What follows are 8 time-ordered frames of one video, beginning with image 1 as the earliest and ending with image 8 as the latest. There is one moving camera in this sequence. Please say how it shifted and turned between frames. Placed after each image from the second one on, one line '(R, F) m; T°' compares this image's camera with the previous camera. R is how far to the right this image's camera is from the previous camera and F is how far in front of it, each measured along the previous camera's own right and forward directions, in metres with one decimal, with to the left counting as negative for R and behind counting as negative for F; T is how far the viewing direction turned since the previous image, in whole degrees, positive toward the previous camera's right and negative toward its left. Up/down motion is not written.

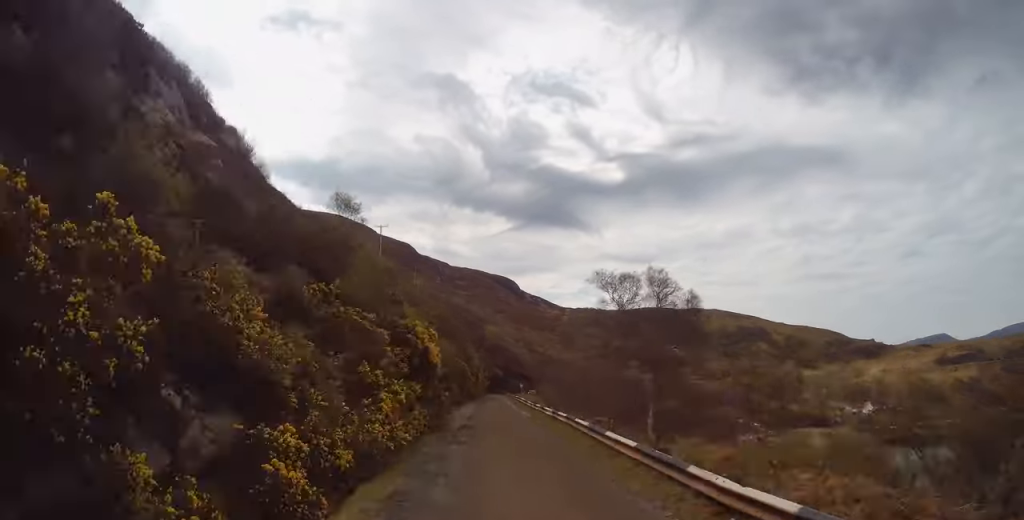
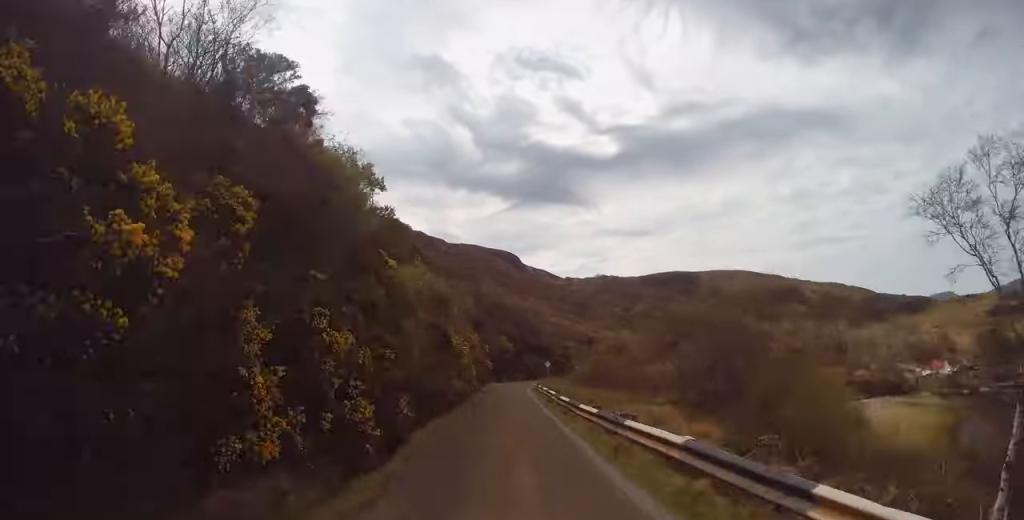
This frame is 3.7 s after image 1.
(+0.7, +50.1) m; +4°
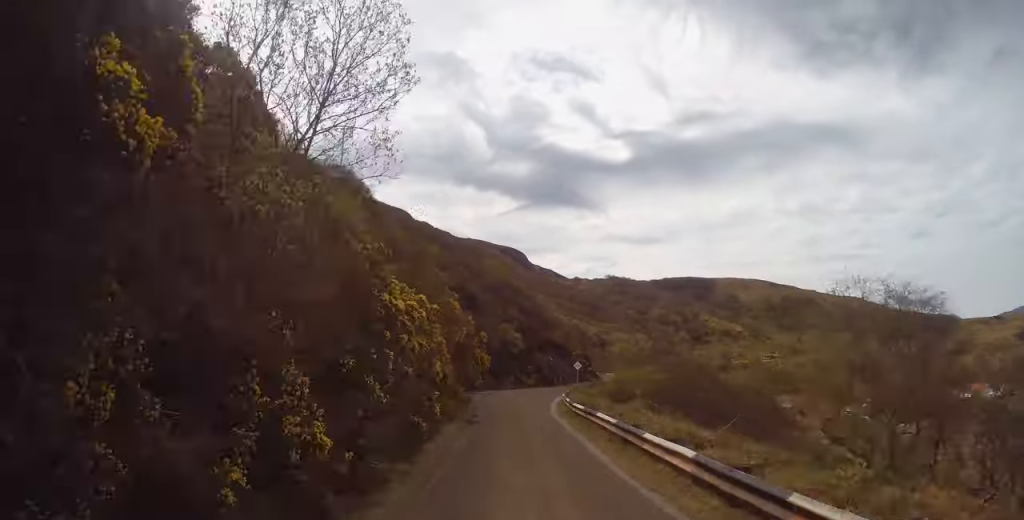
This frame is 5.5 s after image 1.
(-1.0, +22.7) m; +2°
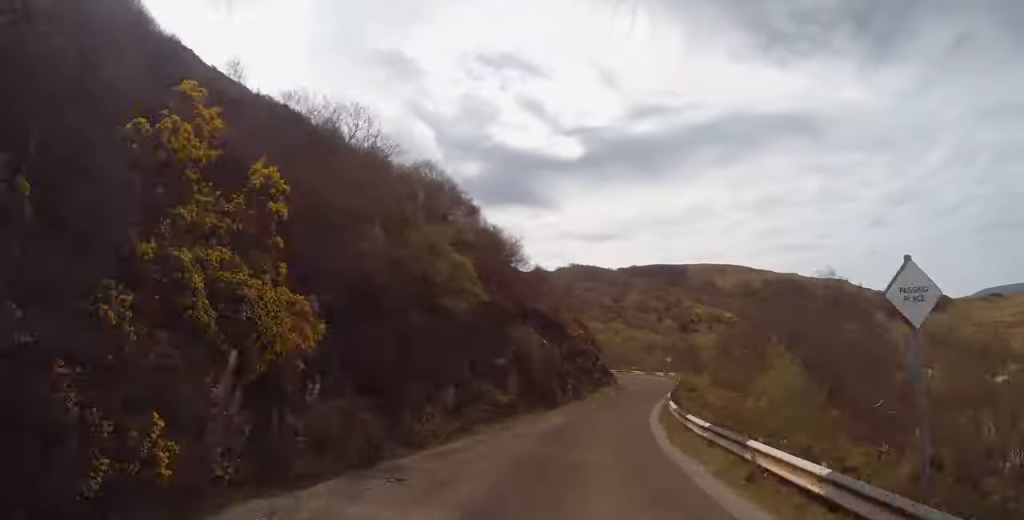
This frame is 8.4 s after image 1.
(+3.3, +35.3) m; +3°
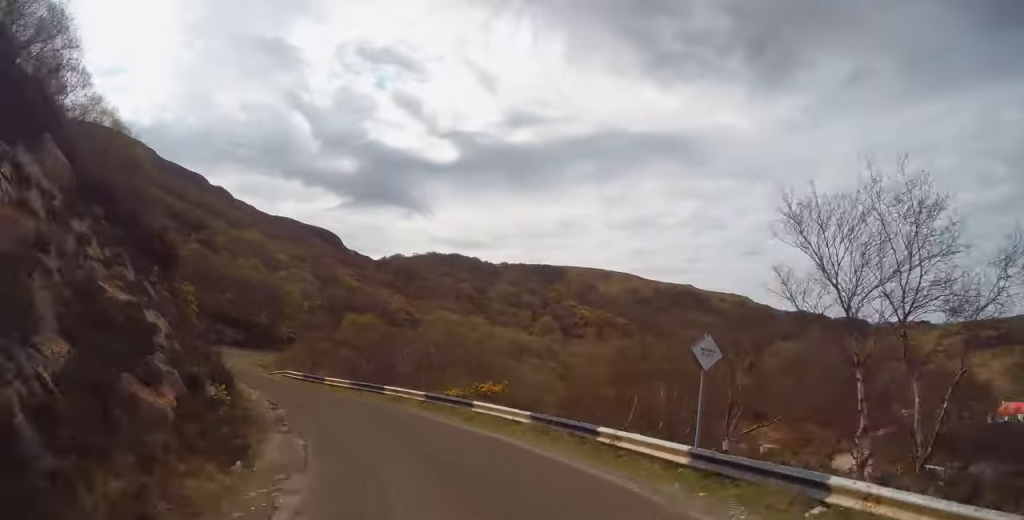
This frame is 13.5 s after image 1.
(-0.2, +56.6) m; -12°
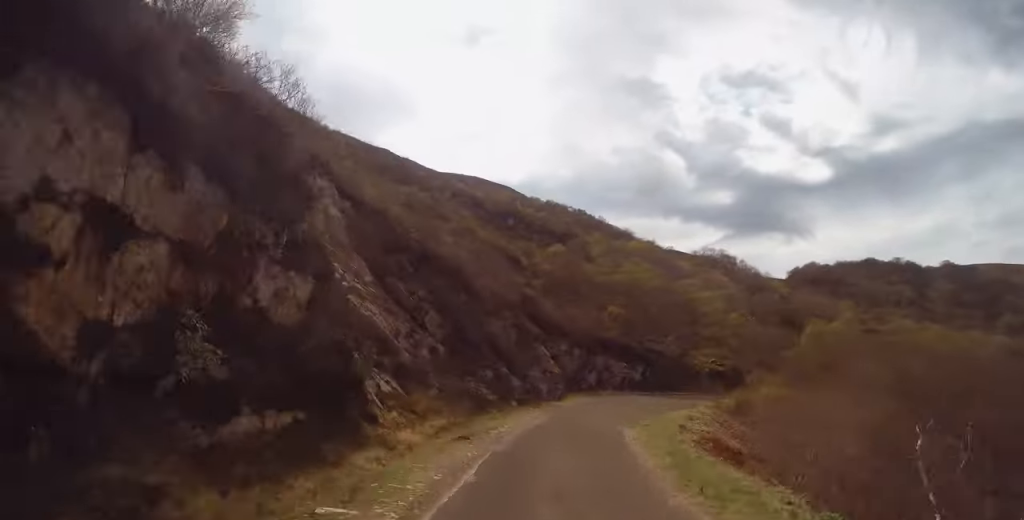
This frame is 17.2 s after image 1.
(-8.2, +38.3) m; +1°
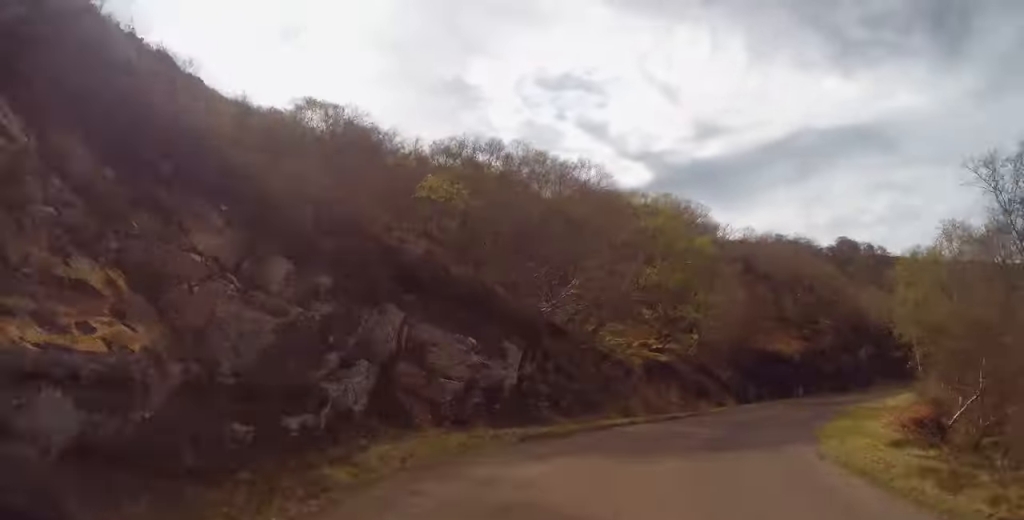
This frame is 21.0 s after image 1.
(+8.3, +38.7) m; +27°
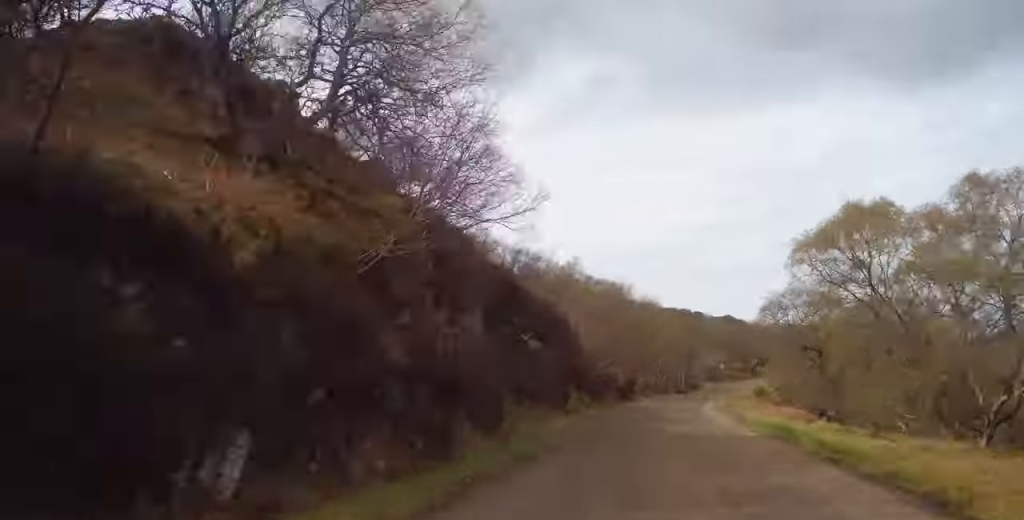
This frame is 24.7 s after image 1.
(+11.0, +41.3) m; +26°
